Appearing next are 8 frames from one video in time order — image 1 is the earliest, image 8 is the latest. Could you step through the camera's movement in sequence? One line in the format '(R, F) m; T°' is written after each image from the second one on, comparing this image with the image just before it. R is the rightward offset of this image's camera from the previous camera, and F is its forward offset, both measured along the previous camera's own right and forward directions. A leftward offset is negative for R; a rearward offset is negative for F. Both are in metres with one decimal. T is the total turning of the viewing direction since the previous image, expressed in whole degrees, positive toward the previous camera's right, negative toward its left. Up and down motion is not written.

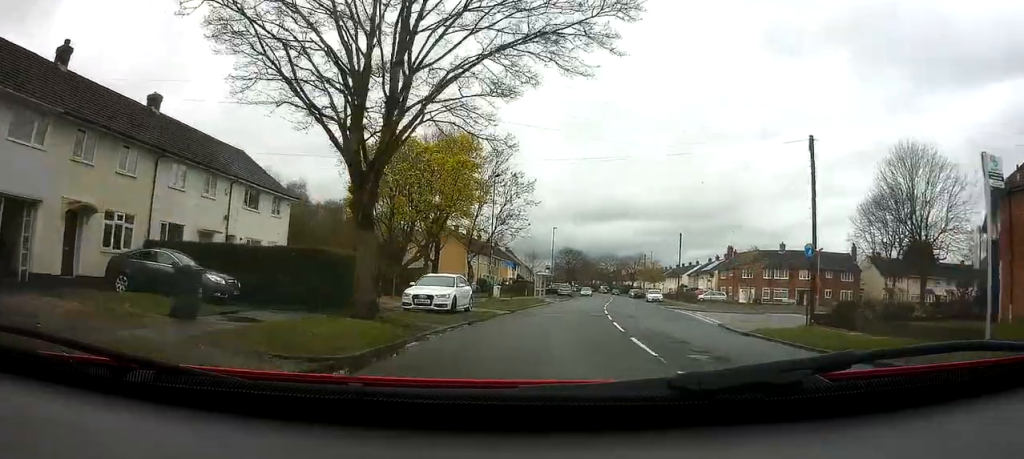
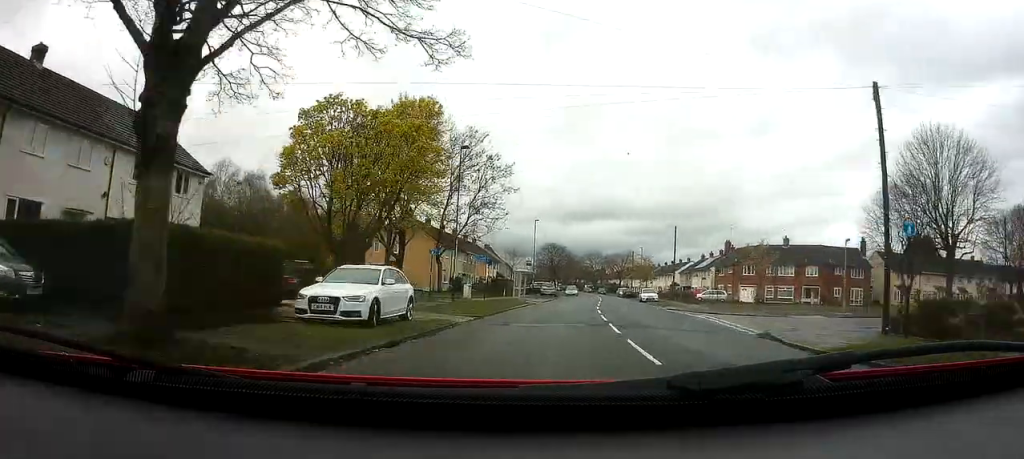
(+0.3, +7.4) m; +1°
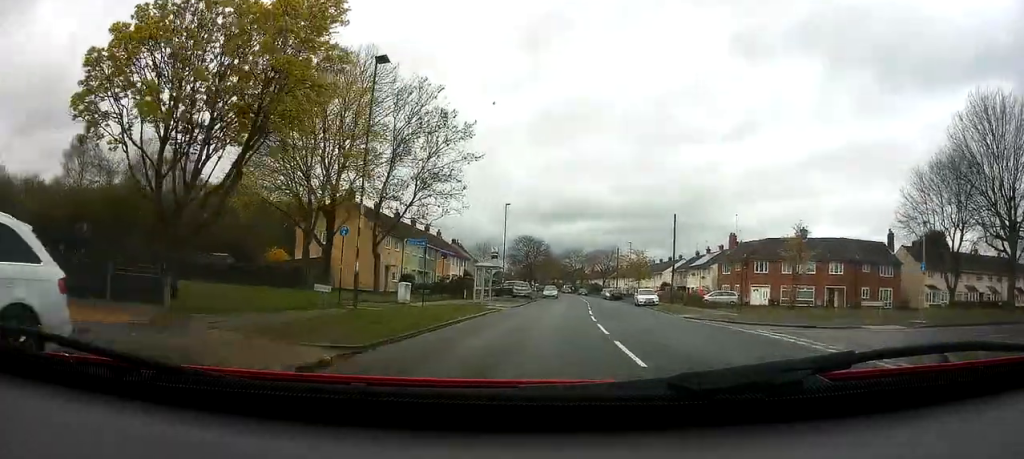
(+0.1, +12.1) m; +1°
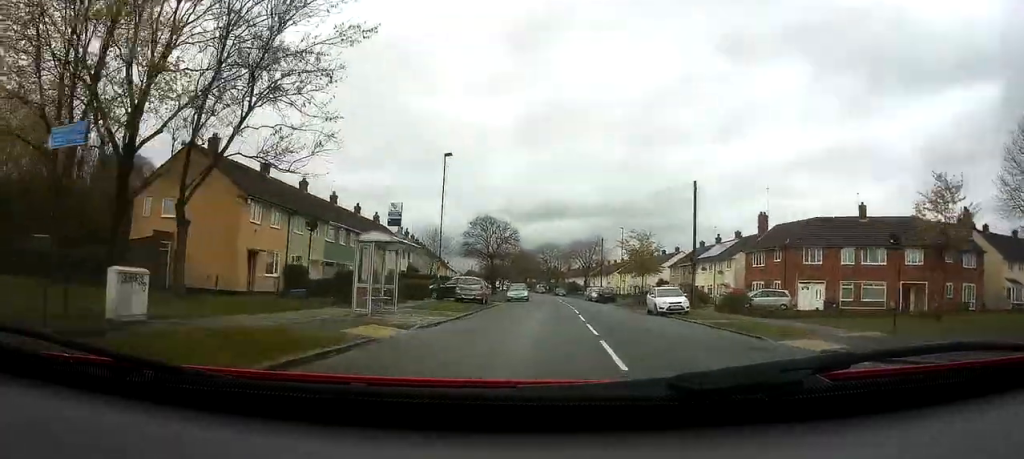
(+0.3, +18.7) m; +4°
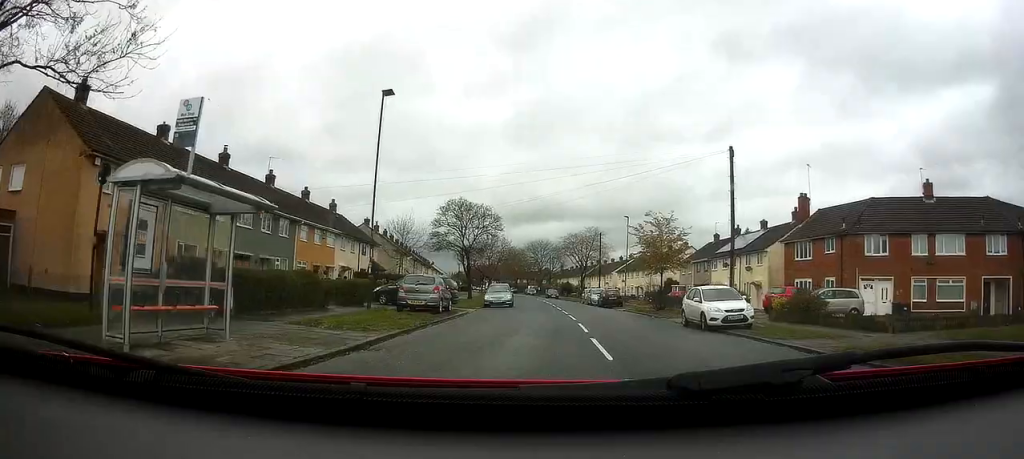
(+0.4, +10.9) m; +4°
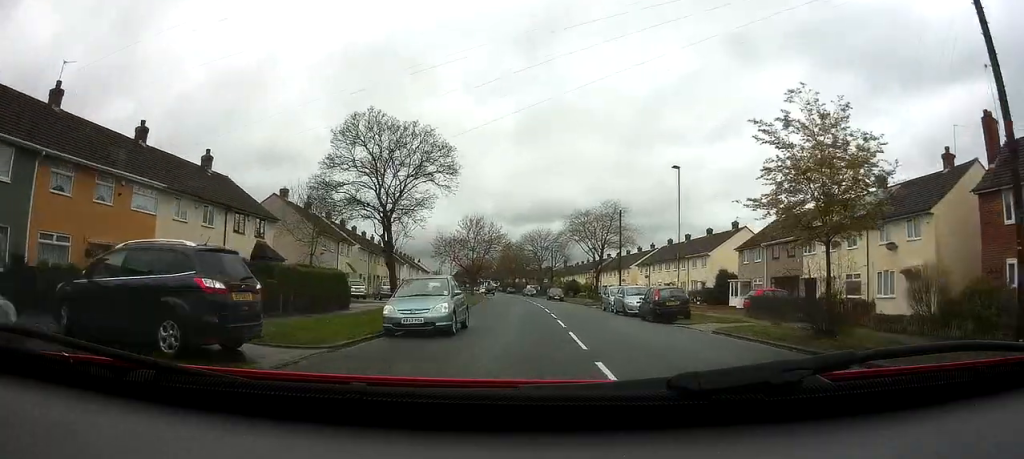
(+0.5, +22.0) m; -1°
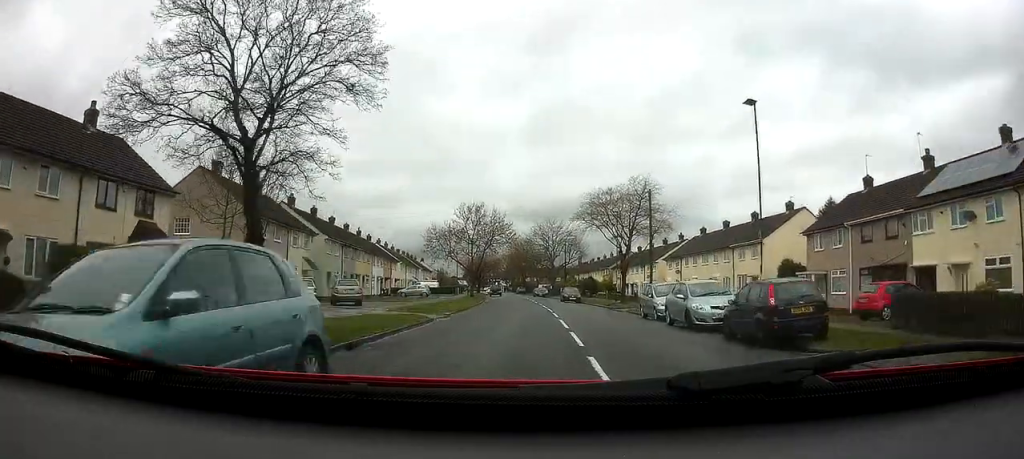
(-0.4, +11.8) m; -2°
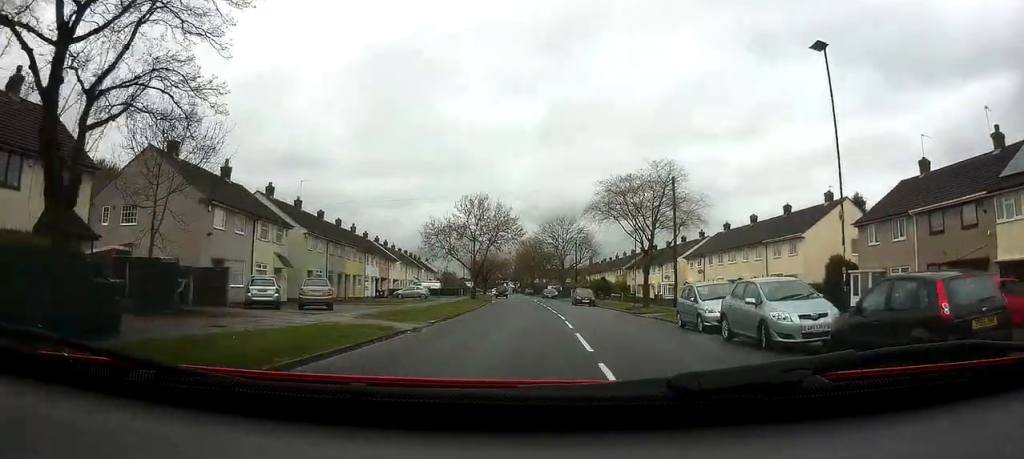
(0.0, +5.8) m; 0°
